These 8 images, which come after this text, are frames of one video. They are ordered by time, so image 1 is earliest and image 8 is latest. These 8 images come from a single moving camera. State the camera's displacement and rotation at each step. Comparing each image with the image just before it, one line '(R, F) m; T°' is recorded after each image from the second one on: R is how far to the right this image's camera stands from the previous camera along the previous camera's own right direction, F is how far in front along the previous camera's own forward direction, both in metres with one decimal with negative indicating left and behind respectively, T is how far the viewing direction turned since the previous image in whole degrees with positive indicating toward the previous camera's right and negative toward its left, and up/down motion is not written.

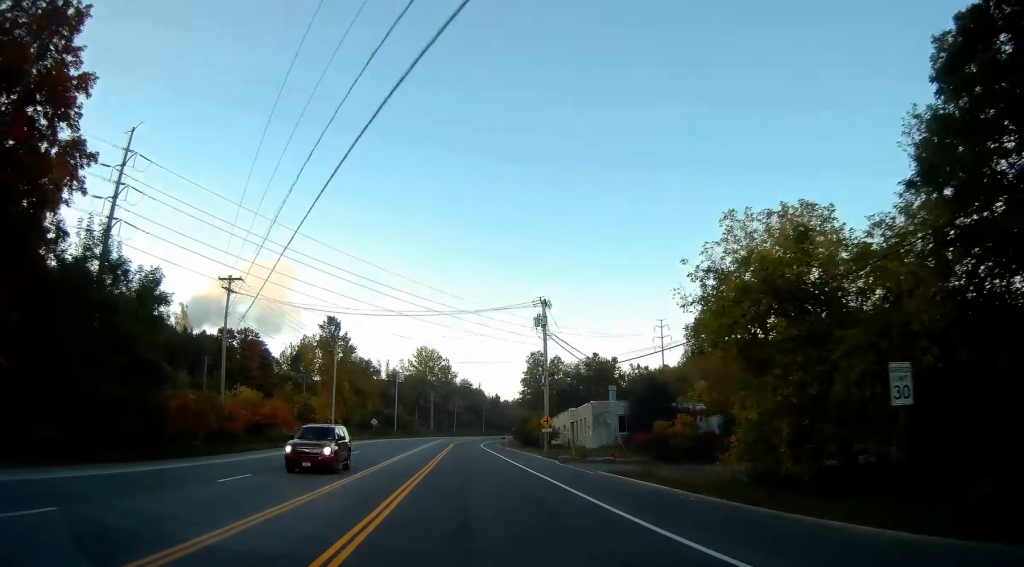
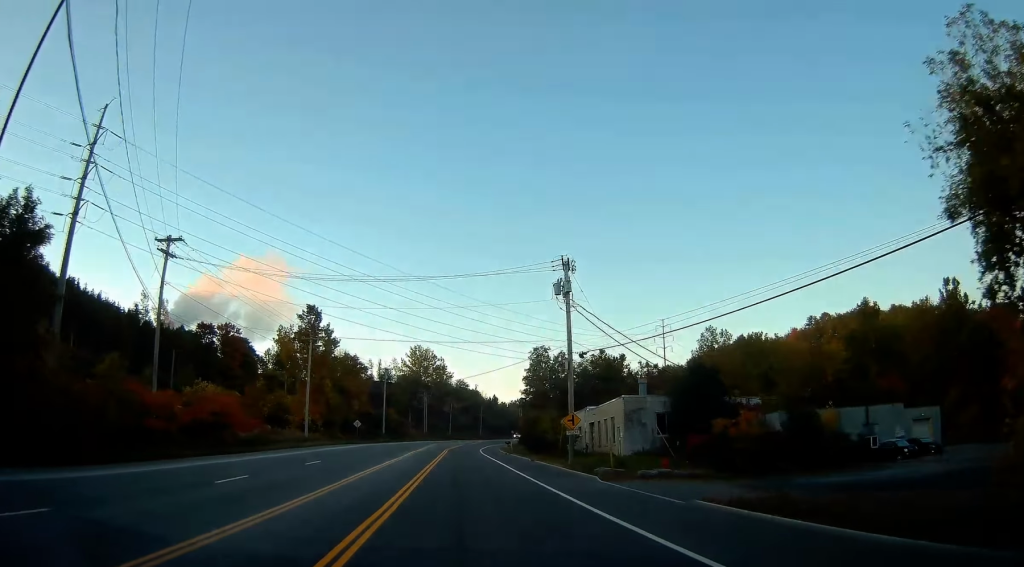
(+0.2, +12.7) m; +1°
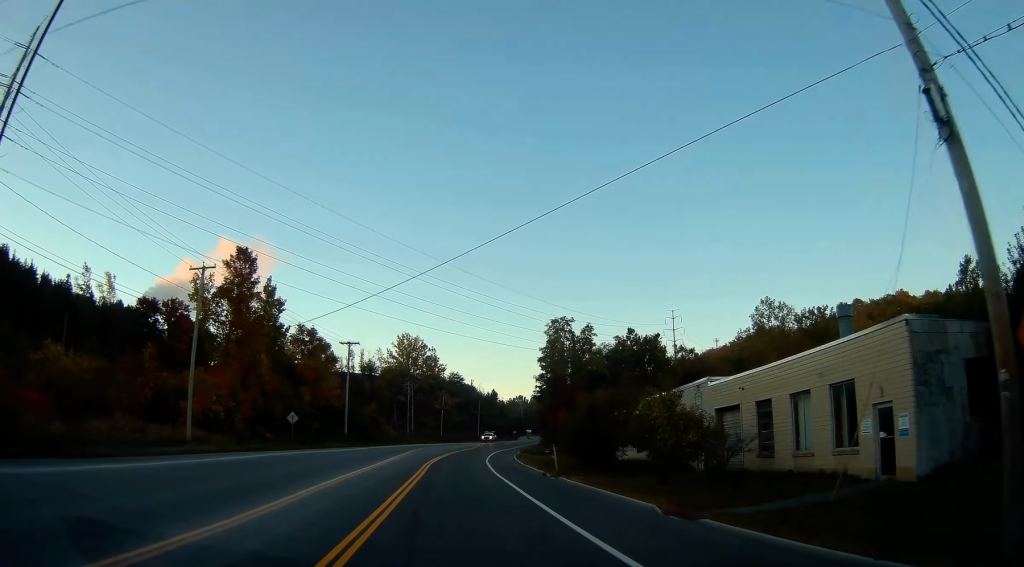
(+0.3, +30.4) m; +1°
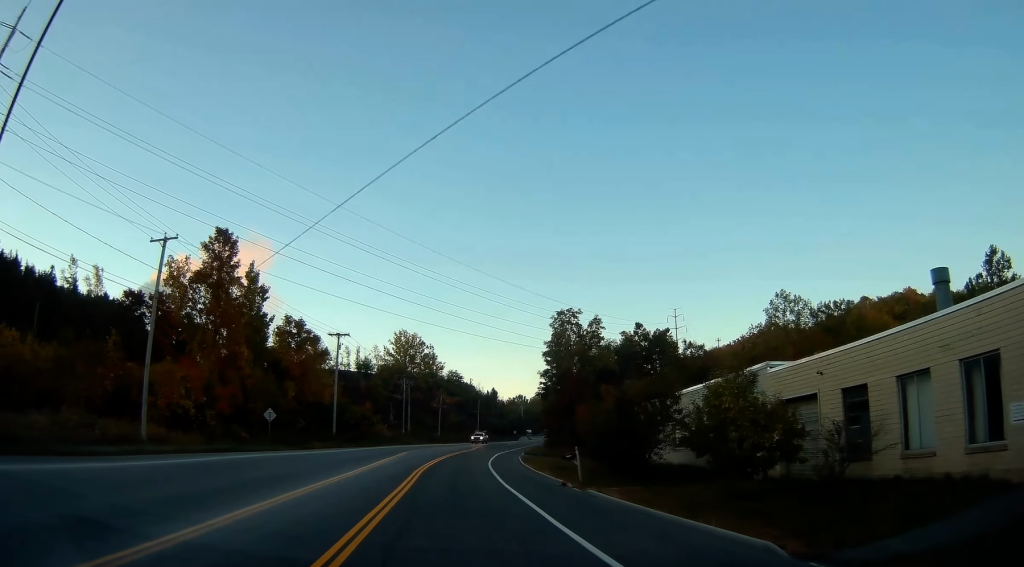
(0.0, +6.2) m; 0°
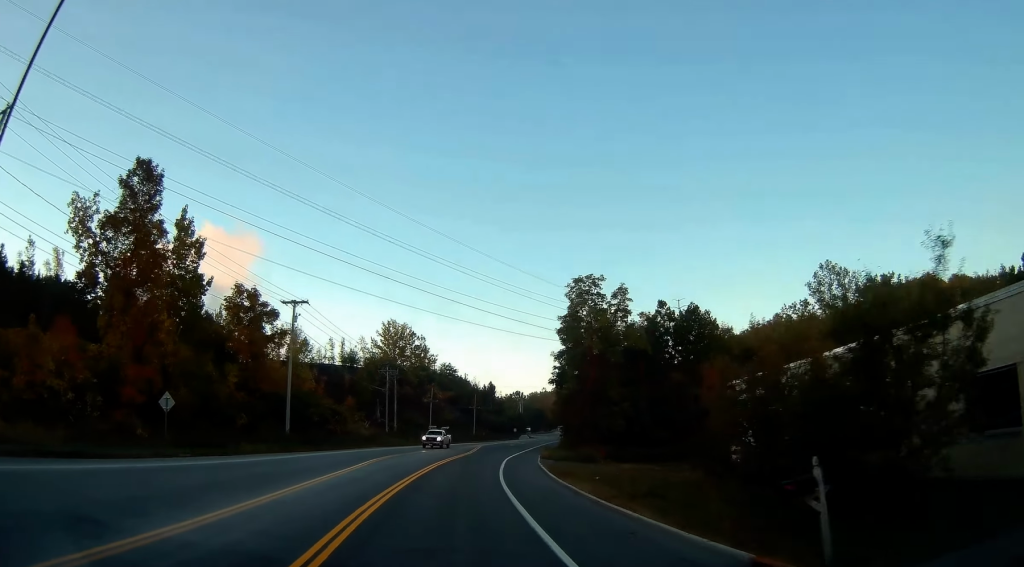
(+0.2, +16.4) m; +1°
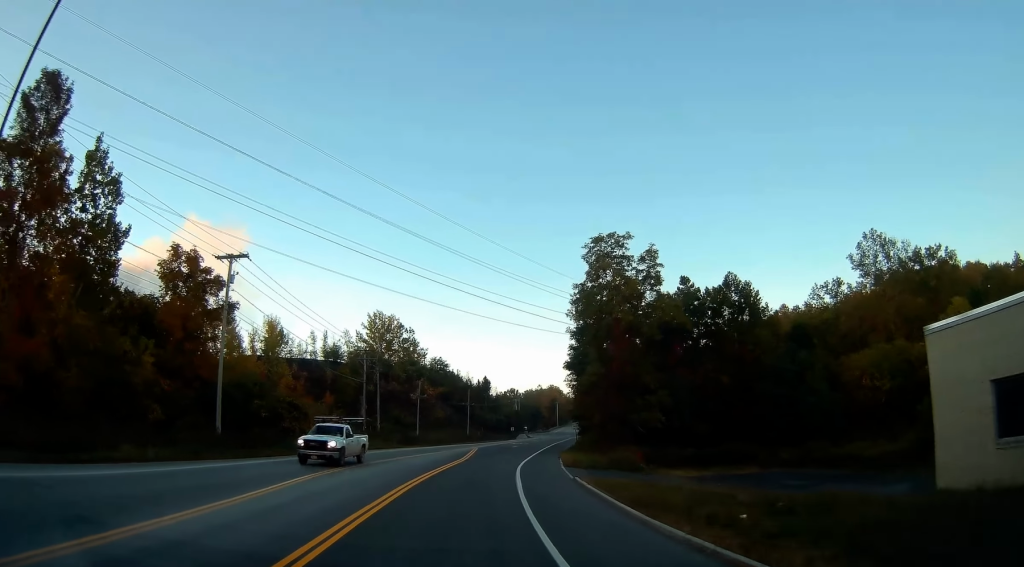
(+0.1, +13.8) m; 0°
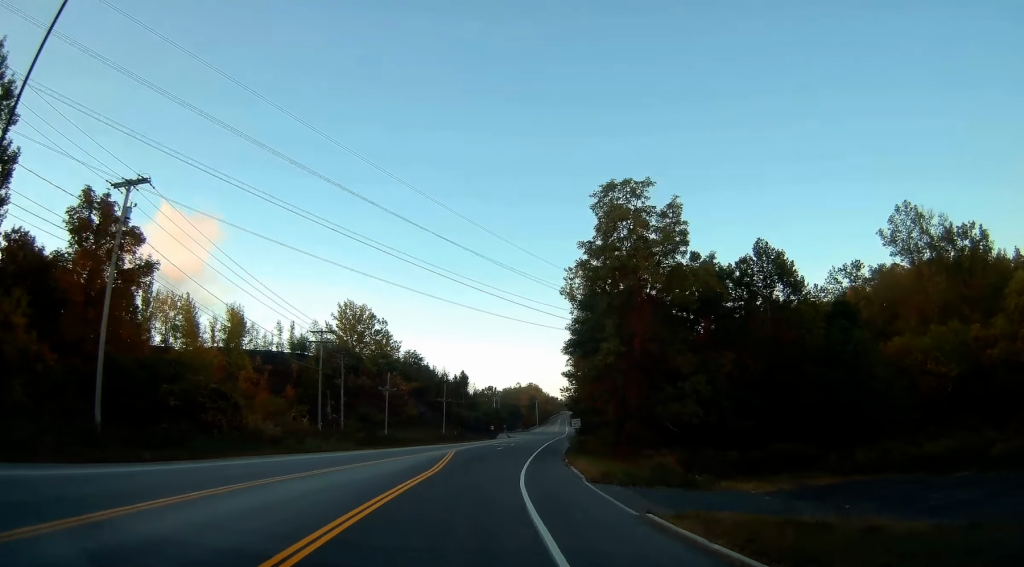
(-0.2, +12.1) m; +2°
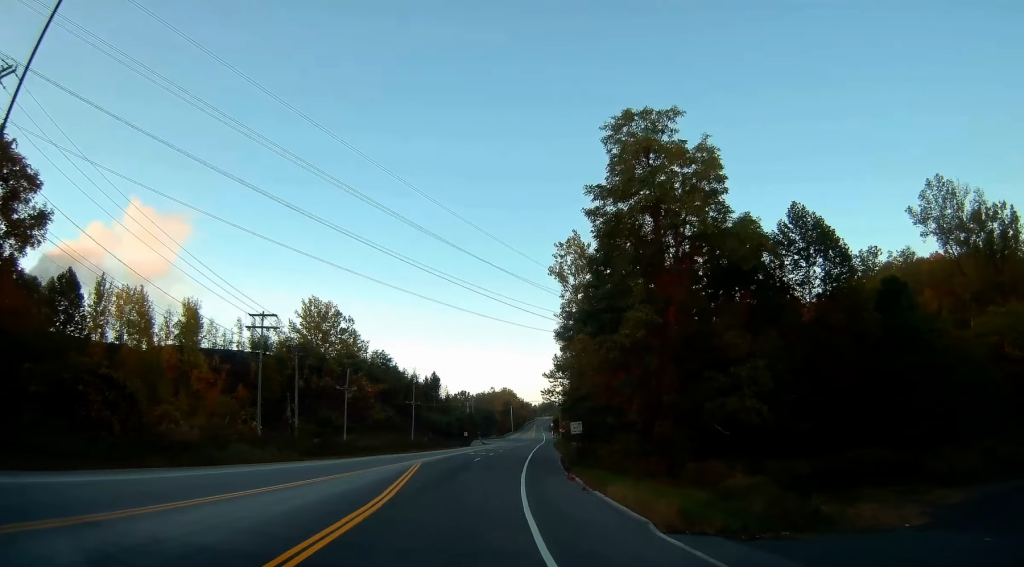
(+0.5, +10.9) m; +2°
